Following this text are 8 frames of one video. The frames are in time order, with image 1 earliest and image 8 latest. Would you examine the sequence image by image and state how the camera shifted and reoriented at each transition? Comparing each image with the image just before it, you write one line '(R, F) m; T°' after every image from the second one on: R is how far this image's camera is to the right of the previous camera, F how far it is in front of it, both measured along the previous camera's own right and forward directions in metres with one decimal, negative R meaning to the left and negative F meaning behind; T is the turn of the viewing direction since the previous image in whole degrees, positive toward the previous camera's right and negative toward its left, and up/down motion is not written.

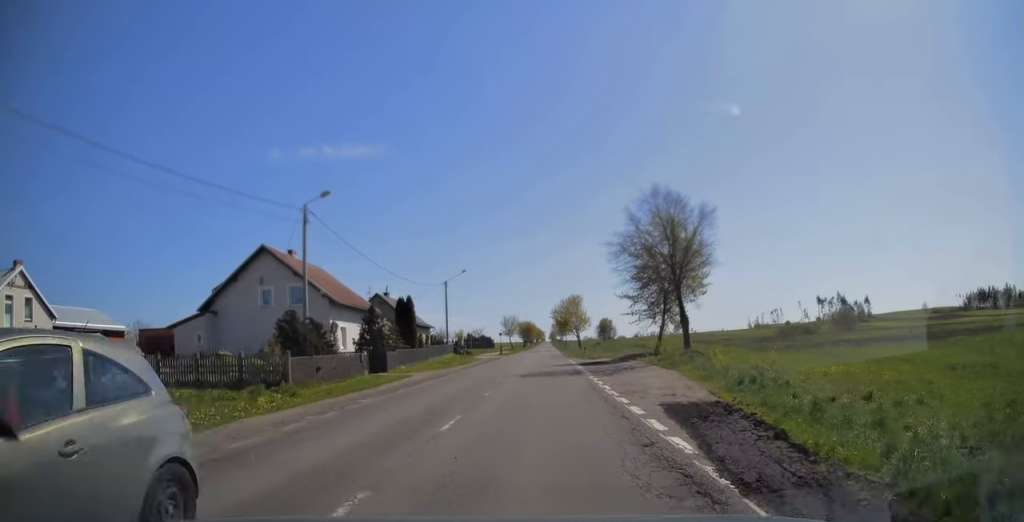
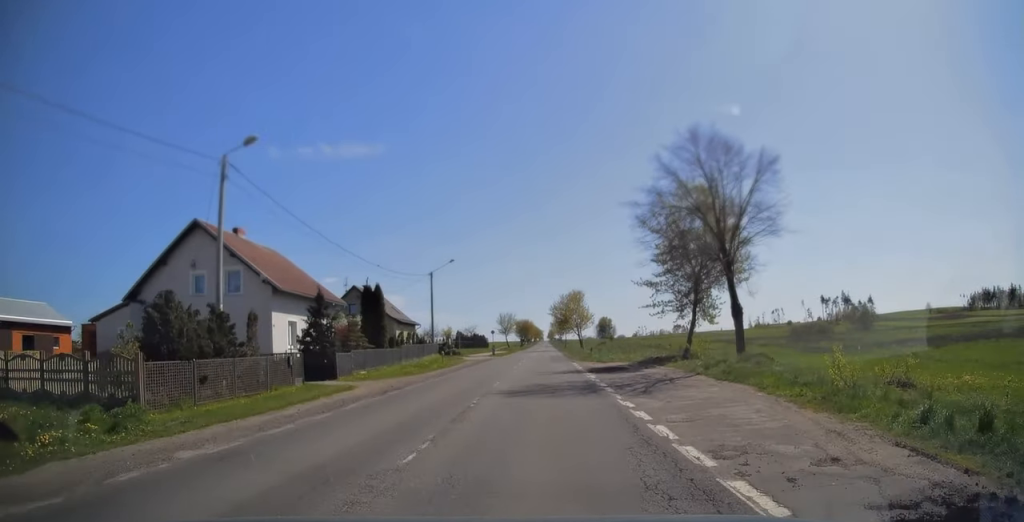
(+0.1, +8.6) m; 0°
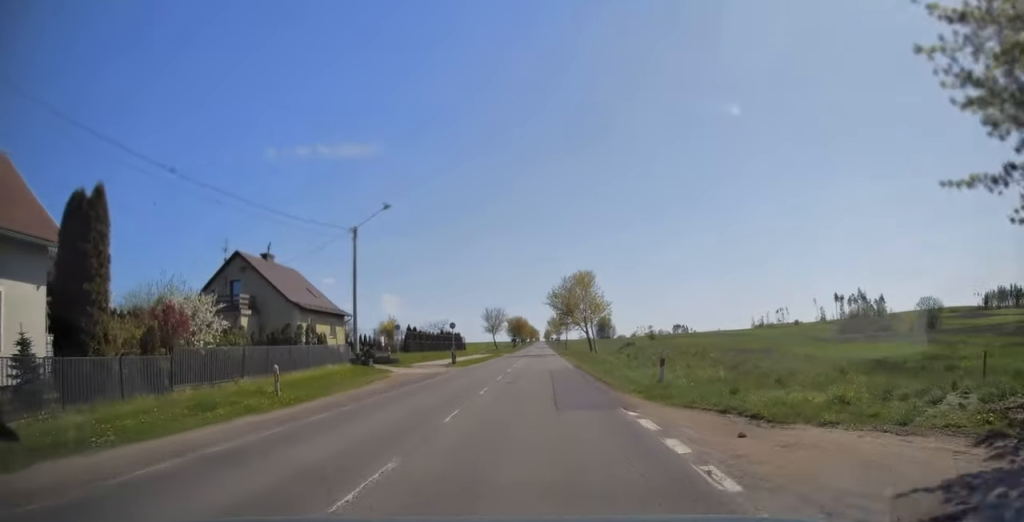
(0.0, +26.0) m; 0°
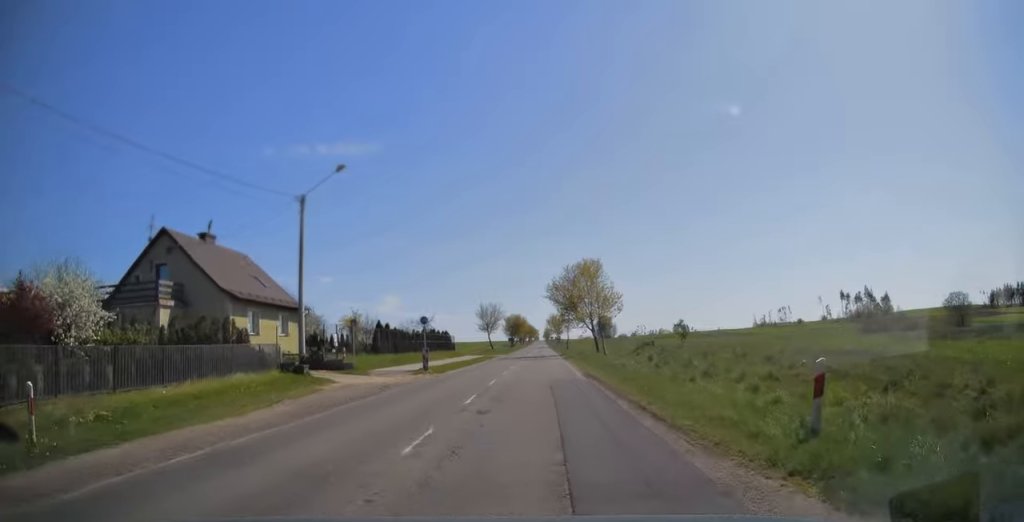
(0.0, +9.1) m; 0°
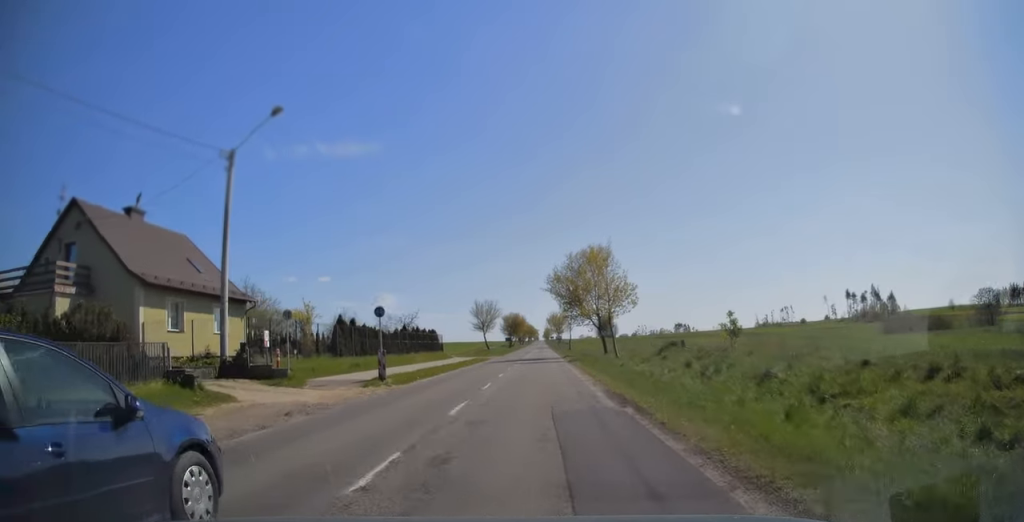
(0.0, +8.1) m; 0°
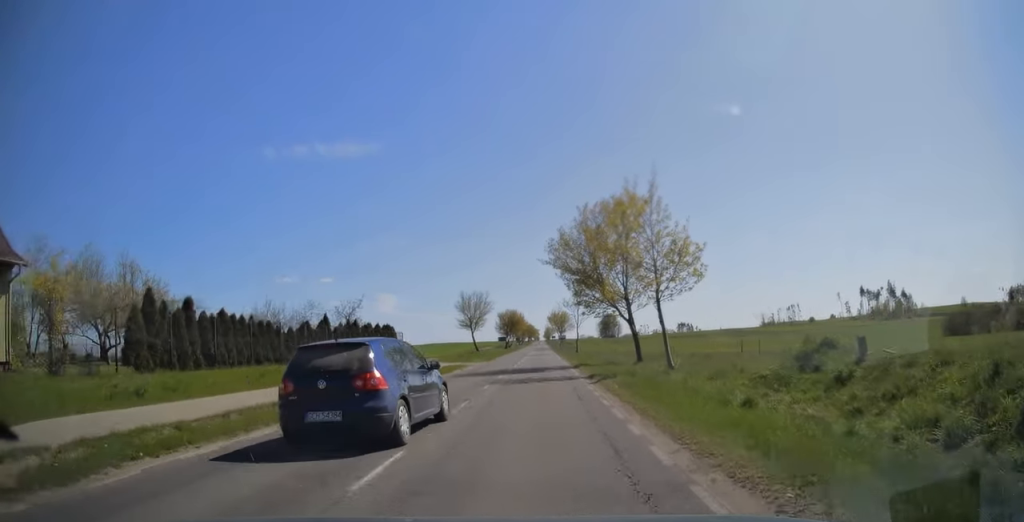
(0.0, +17.8) m; 0°
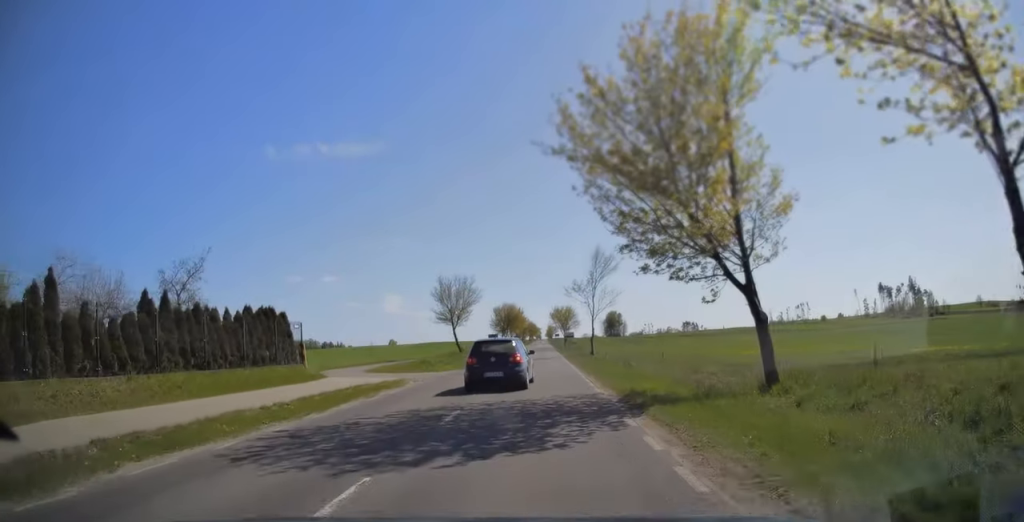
(0.0, +19.4) m; 0°
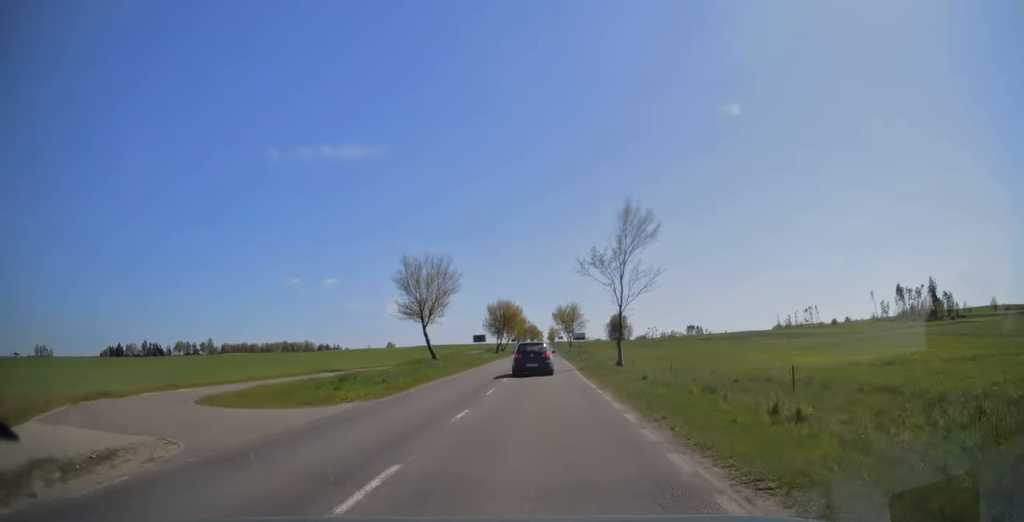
(0.0, +17.6) m; 0°
